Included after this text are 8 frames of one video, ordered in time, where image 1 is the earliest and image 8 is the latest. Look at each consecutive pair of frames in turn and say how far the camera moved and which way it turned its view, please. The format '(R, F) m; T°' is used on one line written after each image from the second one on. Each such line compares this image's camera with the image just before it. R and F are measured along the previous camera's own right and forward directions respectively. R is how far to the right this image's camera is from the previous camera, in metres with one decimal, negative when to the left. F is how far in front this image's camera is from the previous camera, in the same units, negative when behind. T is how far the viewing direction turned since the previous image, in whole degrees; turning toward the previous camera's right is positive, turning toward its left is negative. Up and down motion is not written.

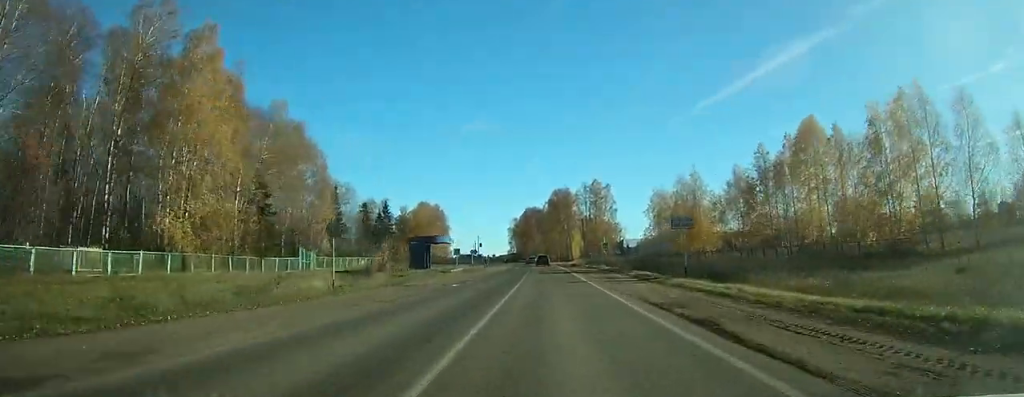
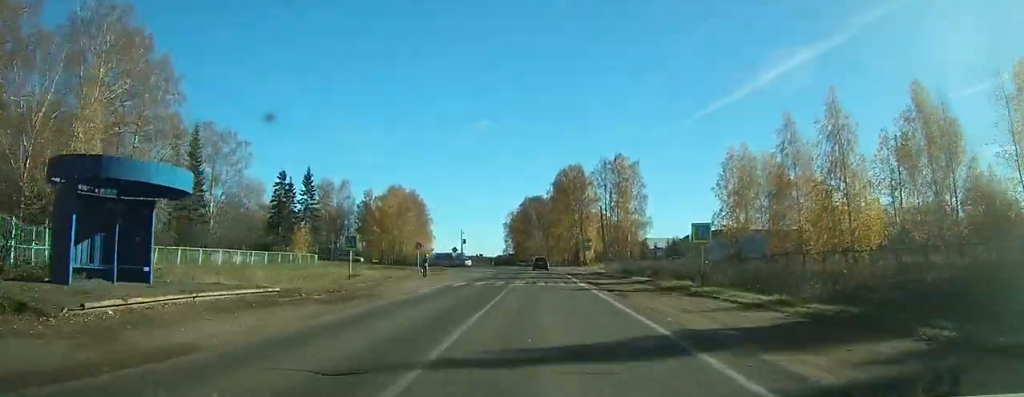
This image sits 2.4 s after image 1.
(-3.7, +48.4) m; +4°
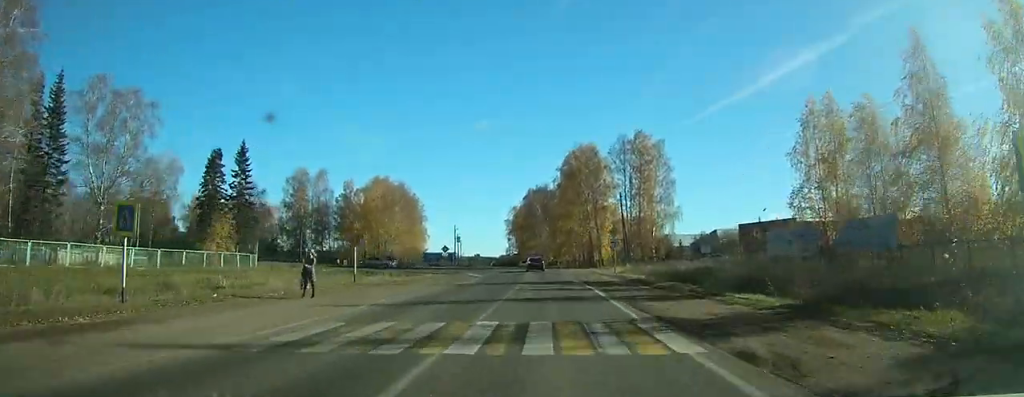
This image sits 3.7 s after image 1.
(+4.4, +24.3) m; +4°
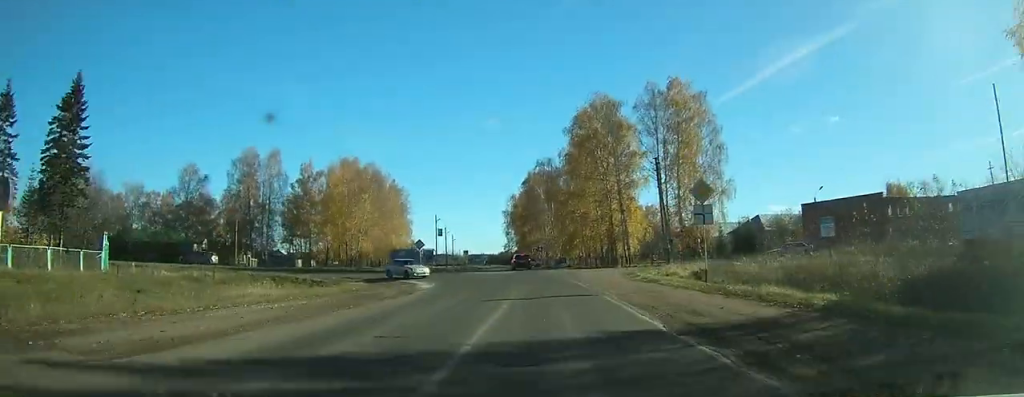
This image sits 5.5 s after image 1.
(+0.5, +30.6) m; -1°
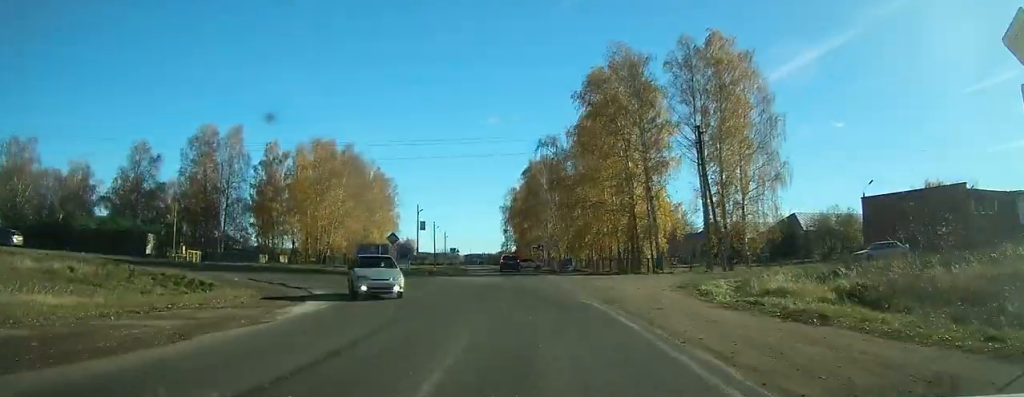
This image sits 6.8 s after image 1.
(-1.1, +19.2) m; -4°
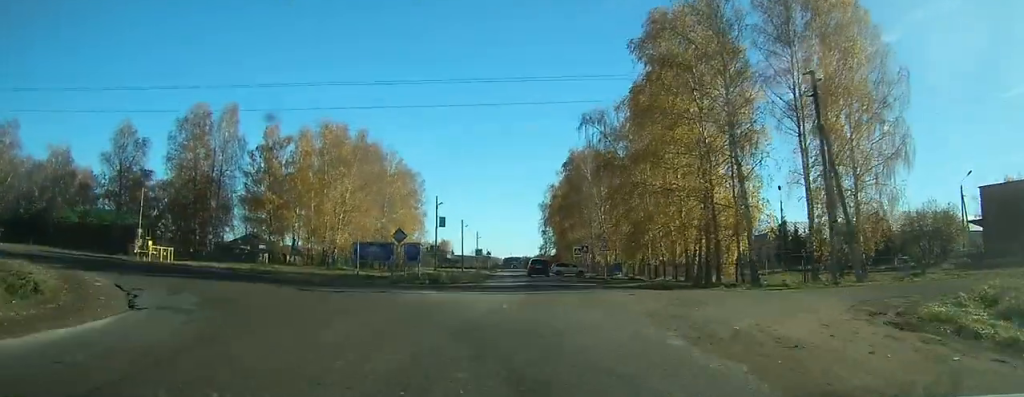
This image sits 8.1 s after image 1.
(+0.5, +16.7) m; -3°
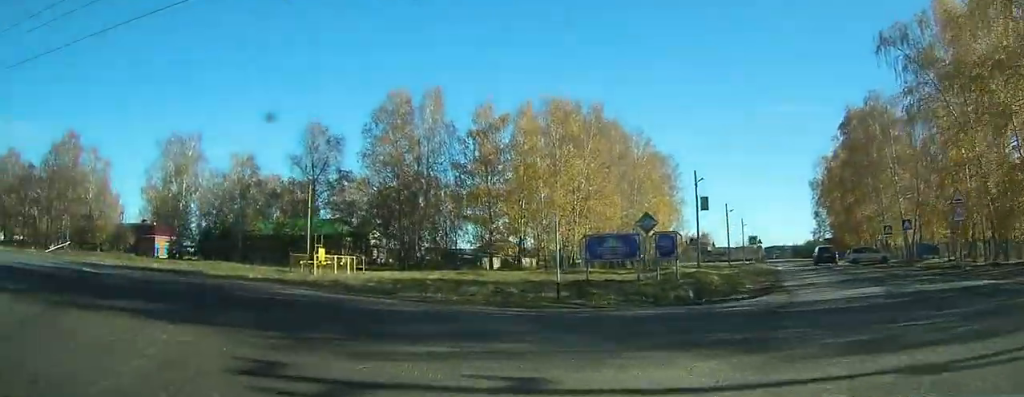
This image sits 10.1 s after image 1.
(-1.9, +19.7) m; -15°
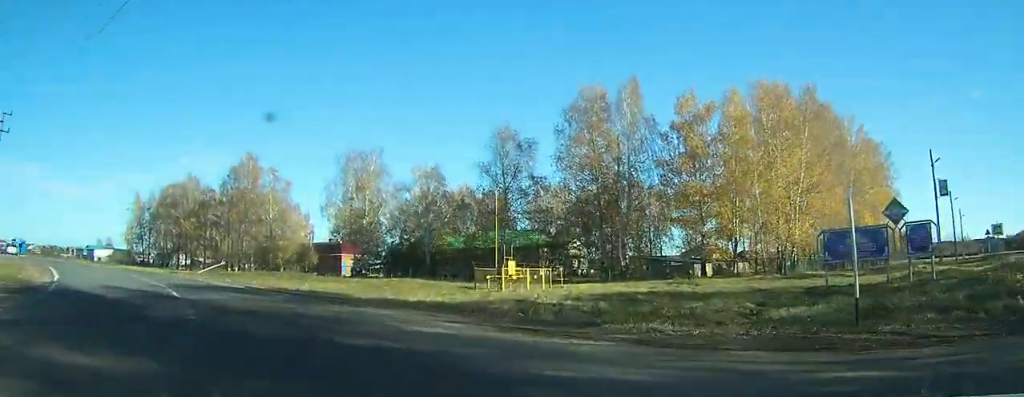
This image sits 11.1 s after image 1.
(-0.9, +7.9) m; -13°
